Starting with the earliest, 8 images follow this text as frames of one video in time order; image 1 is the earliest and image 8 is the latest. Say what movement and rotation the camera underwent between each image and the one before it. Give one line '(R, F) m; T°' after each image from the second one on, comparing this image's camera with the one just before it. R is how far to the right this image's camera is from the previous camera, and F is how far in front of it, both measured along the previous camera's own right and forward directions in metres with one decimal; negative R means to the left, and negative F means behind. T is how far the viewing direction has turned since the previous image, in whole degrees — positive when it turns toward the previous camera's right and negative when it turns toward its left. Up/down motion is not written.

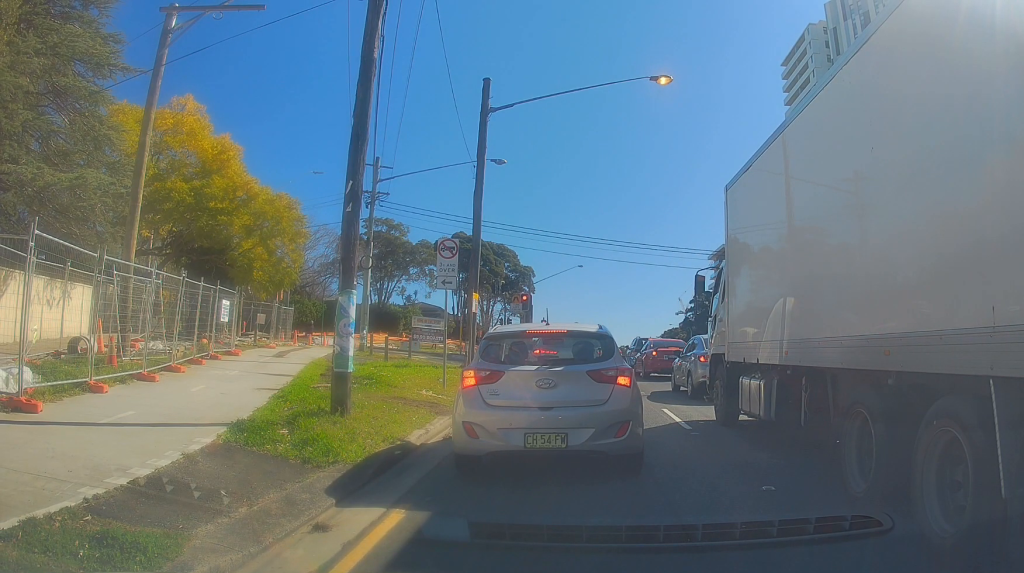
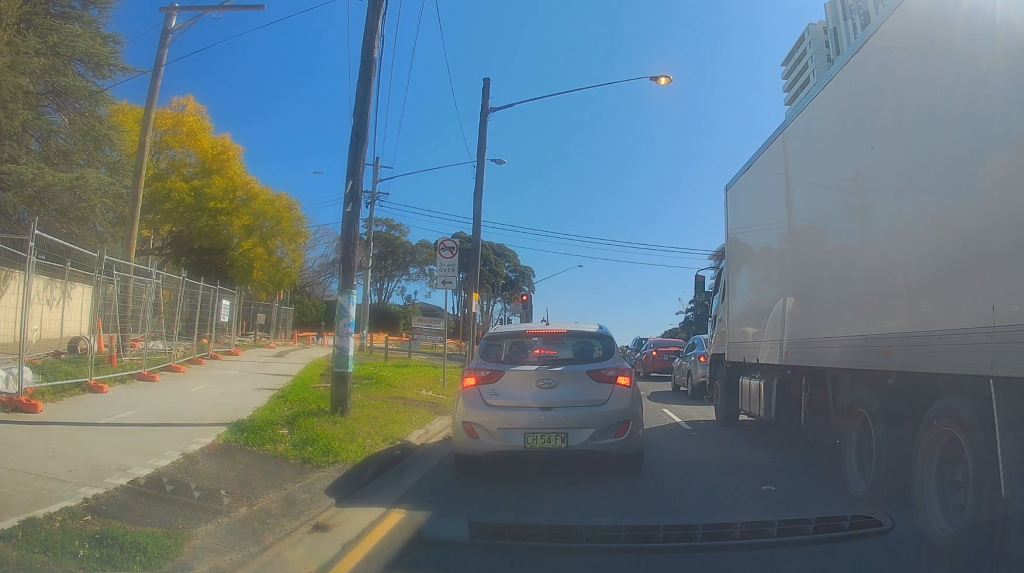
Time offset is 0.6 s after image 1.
(0.0, 0.0) m; 0°
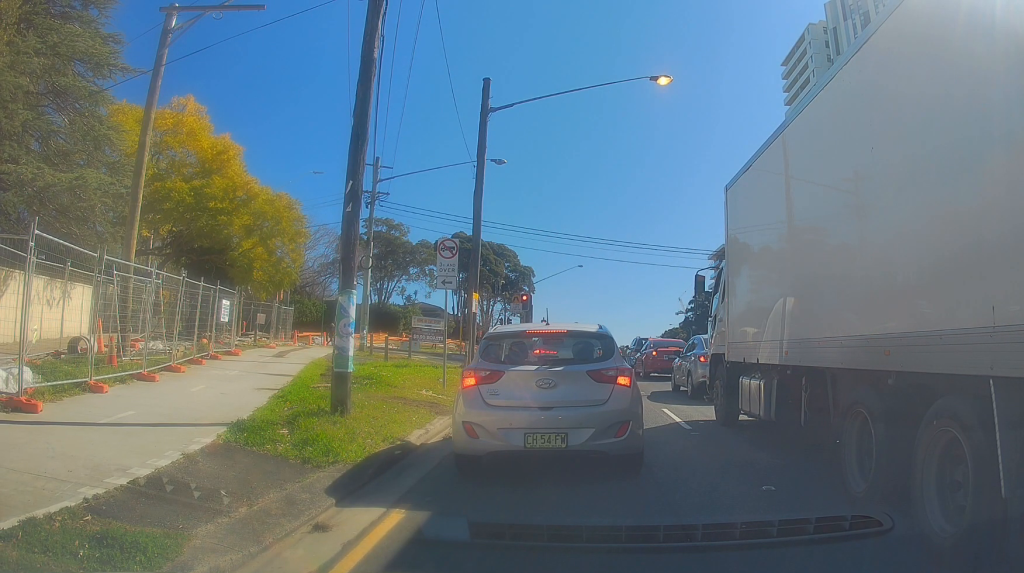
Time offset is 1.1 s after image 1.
(0.0, 0.0) m; 0°
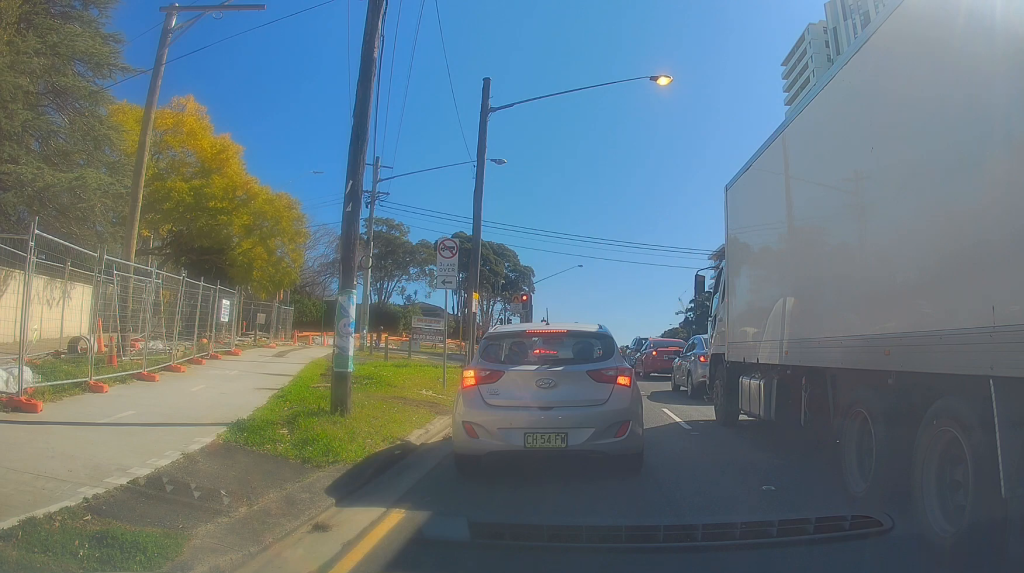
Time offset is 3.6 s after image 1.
(0.0, 0.0) m; 0°
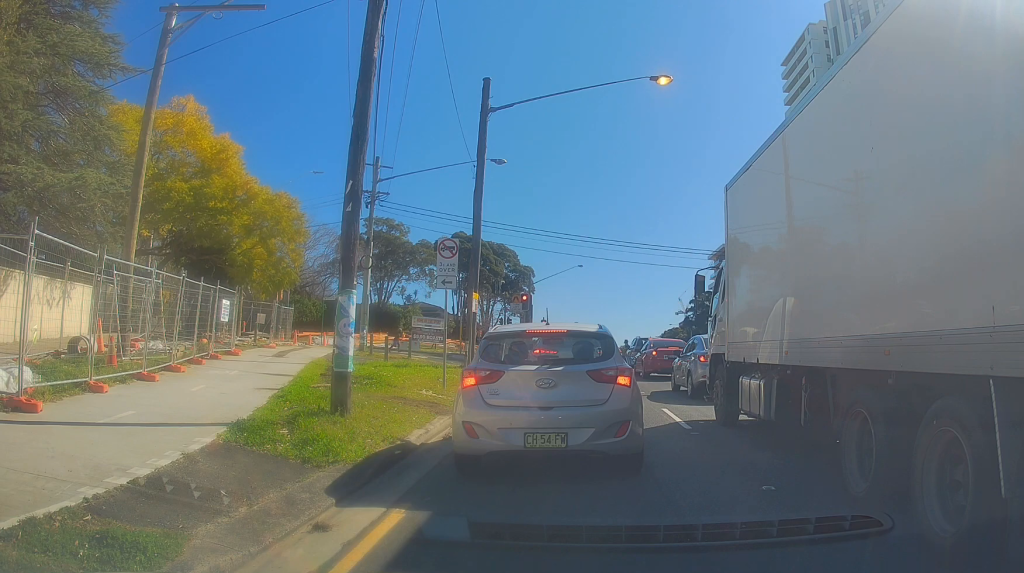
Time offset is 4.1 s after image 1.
(0.0, 0.0) m; 0°
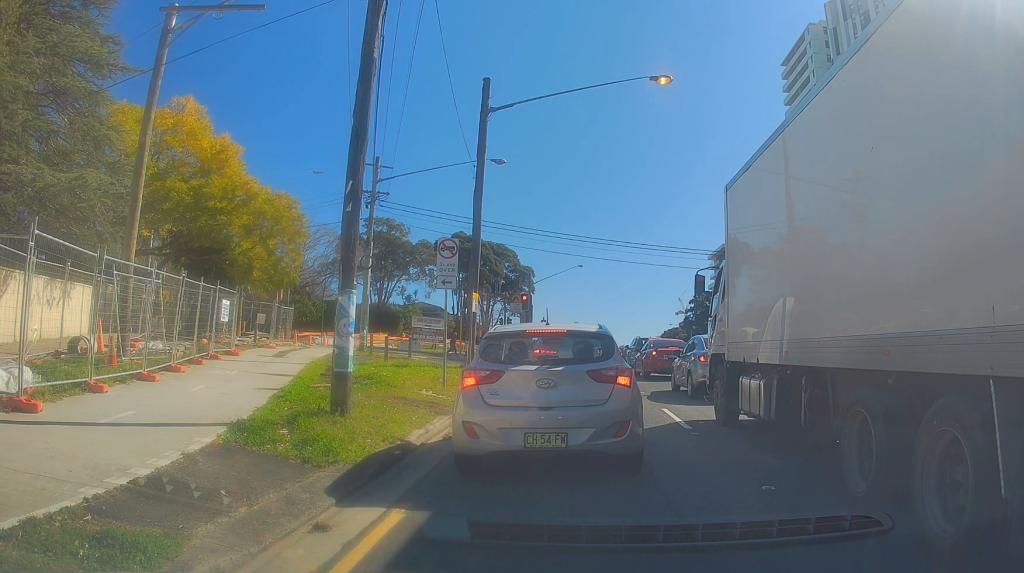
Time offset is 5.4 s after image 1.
(0.0, 0.0) m; 0°
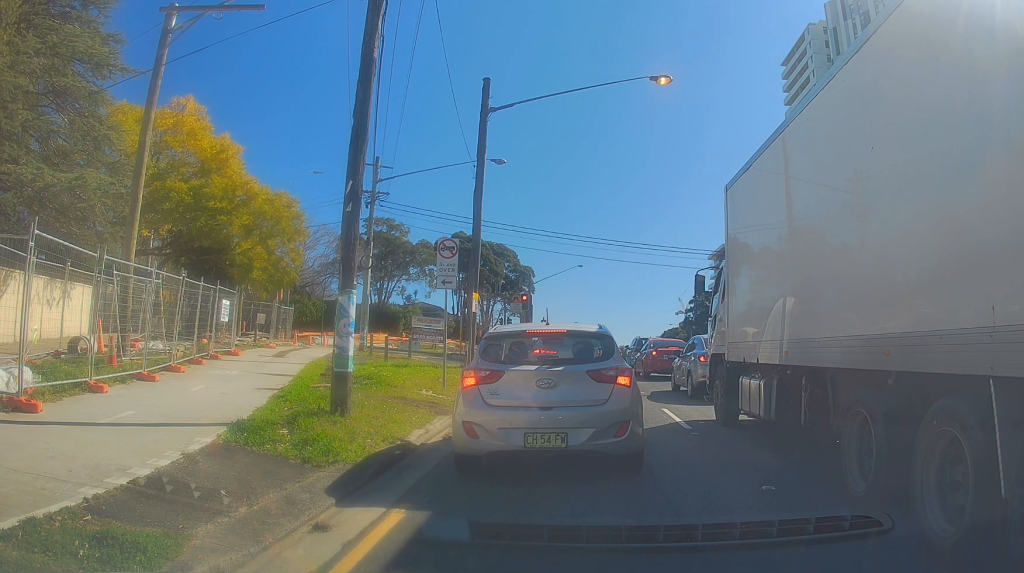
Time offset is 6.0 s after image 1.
(0.0, 0.0) m; 0°
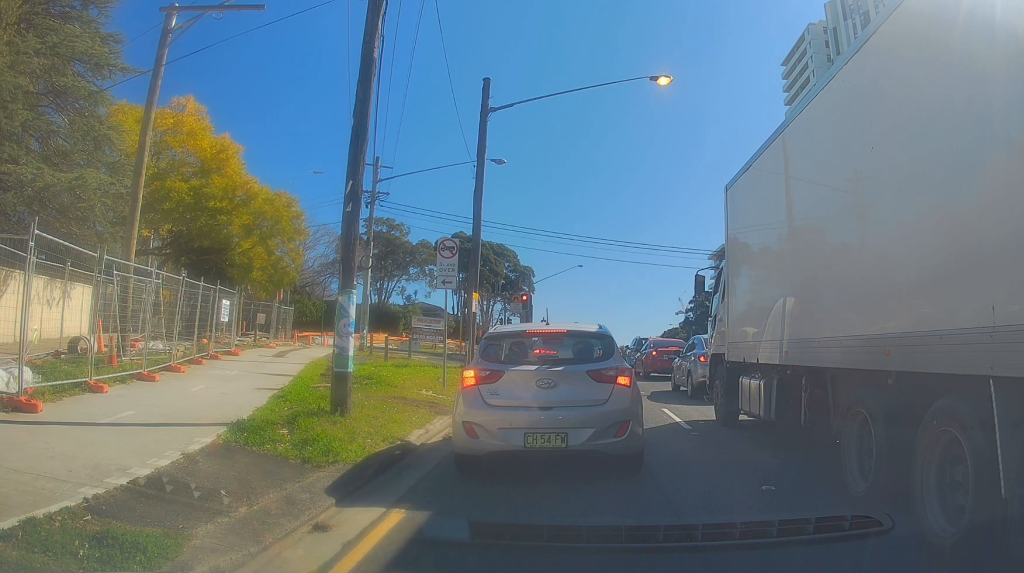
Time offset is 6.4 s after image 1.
(0.0, 0.0) m; 0°
